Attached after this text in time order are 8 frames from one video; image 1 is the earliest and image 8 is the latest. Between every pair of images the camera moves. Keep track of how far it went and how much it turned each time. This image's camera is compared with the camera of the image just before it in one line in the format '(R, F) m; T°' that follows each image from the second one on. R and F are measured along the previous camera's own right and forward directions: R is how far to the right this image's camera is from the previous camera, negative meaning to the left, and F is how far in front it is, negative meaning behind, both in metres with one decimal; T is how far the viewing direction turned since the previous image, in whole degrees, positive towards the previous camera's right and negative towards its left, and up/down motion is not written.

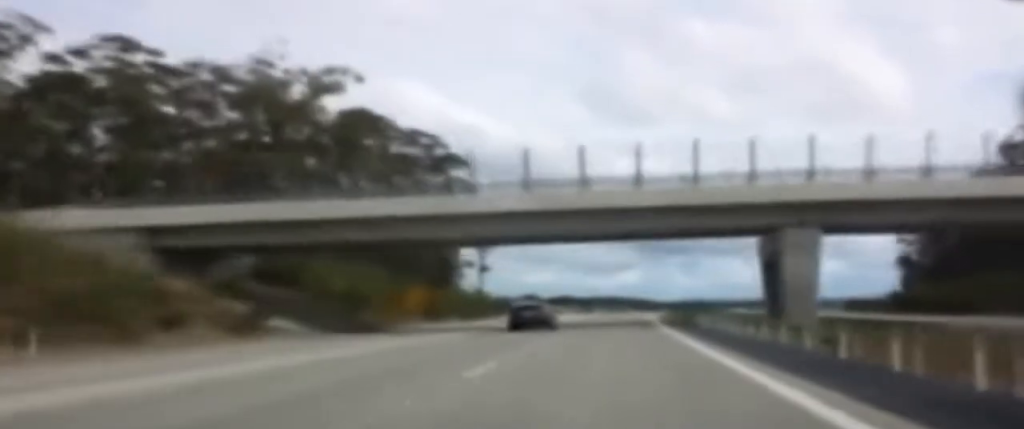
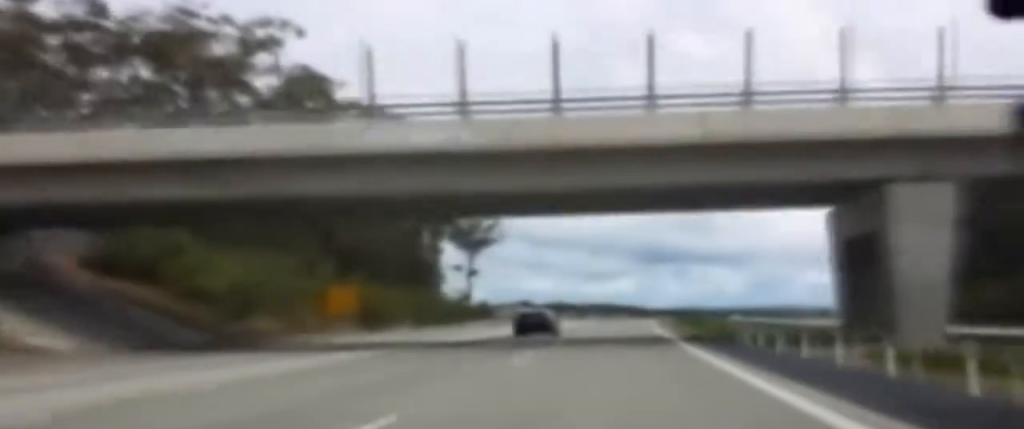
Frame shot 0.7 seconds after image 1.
(+0.2, +20.2) m; +1°
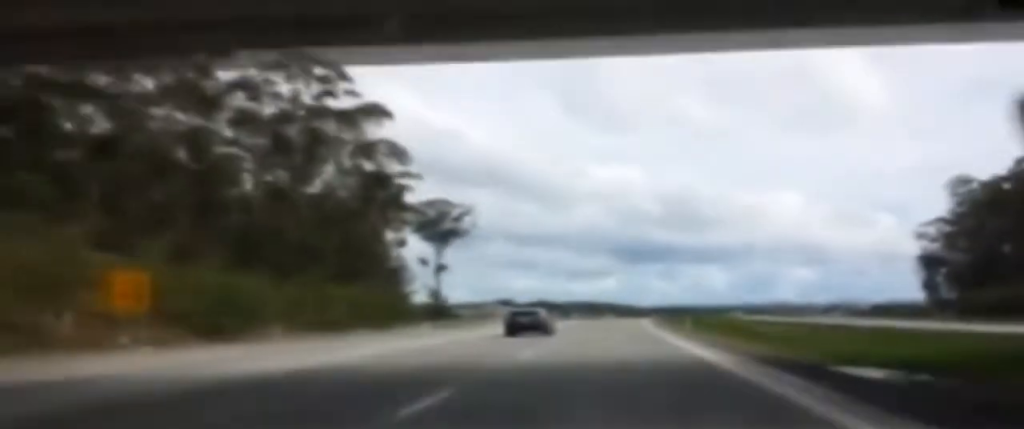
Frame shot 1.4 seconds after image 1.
(+0.3, +21.2) m; +1°
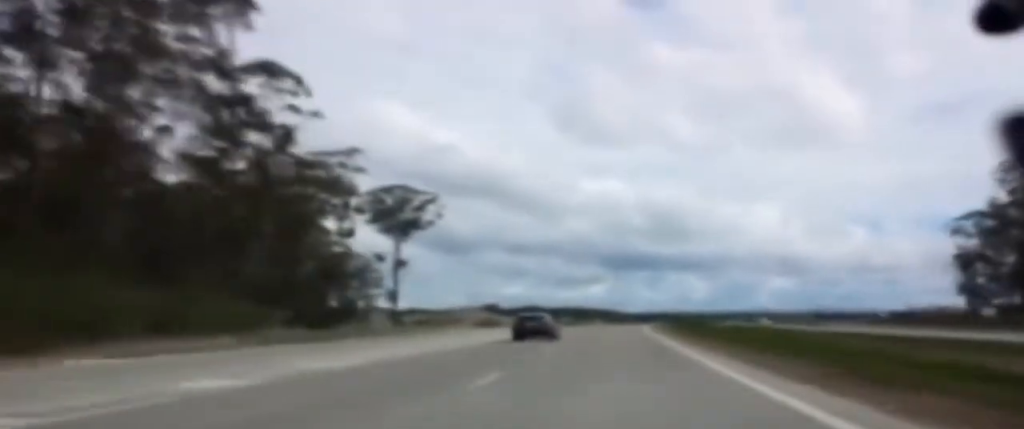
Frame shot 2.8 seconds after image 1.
(+0.4, +44.2) m; +1°
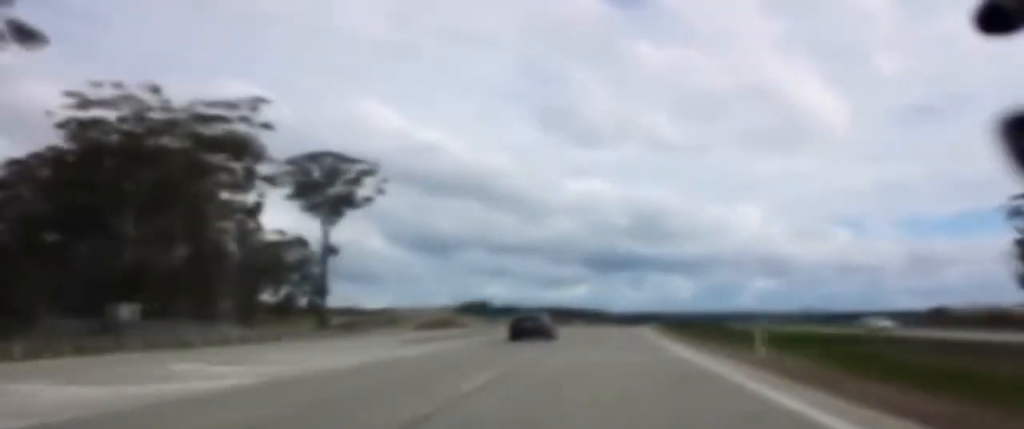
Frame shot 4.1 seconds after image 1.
(+0.2, +37.3) m; 0°
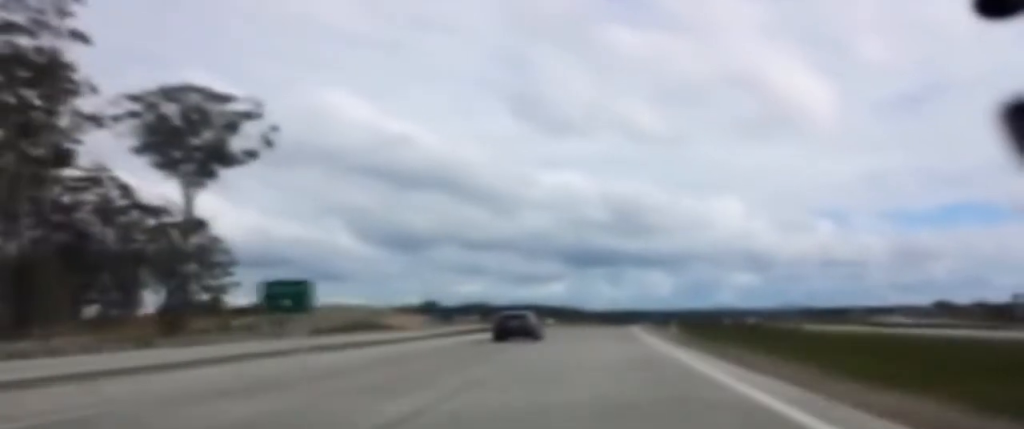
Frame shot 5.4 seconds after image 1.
(-0.2, +39.4) m; 0°
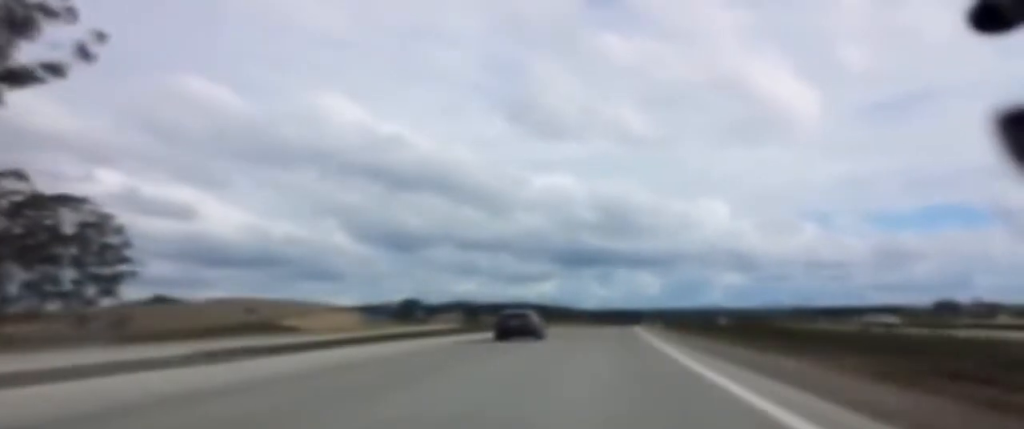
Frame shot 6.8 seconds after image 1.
(+0.3, +42.4) m; +1°
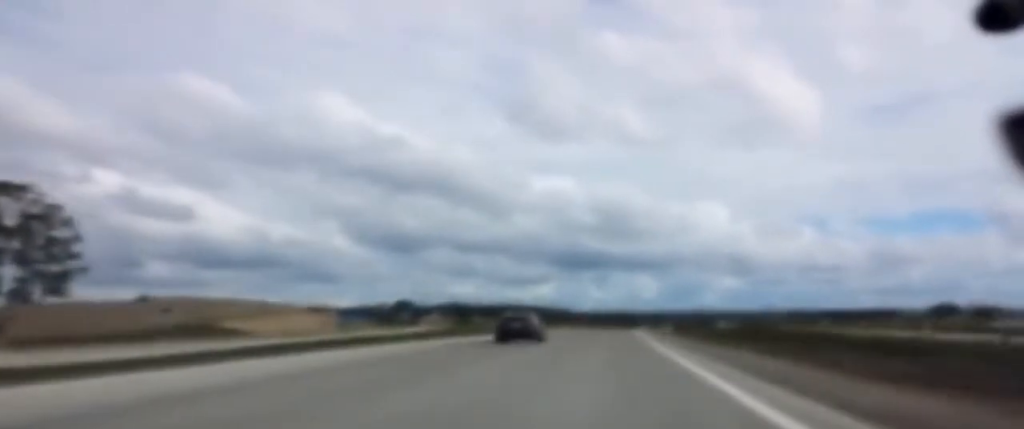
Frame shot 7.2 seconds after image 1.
(0.0, +14.1) m; 0°
